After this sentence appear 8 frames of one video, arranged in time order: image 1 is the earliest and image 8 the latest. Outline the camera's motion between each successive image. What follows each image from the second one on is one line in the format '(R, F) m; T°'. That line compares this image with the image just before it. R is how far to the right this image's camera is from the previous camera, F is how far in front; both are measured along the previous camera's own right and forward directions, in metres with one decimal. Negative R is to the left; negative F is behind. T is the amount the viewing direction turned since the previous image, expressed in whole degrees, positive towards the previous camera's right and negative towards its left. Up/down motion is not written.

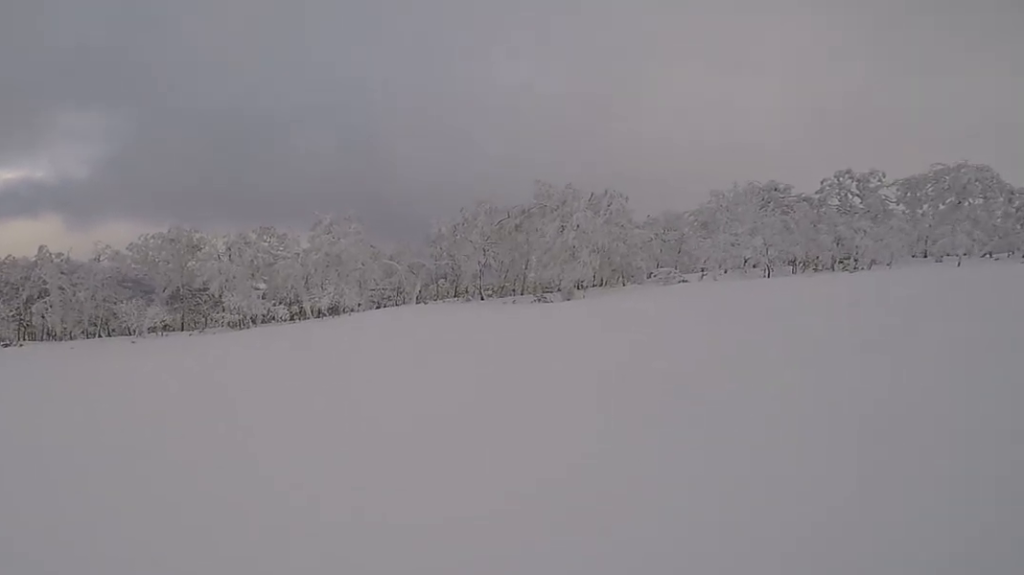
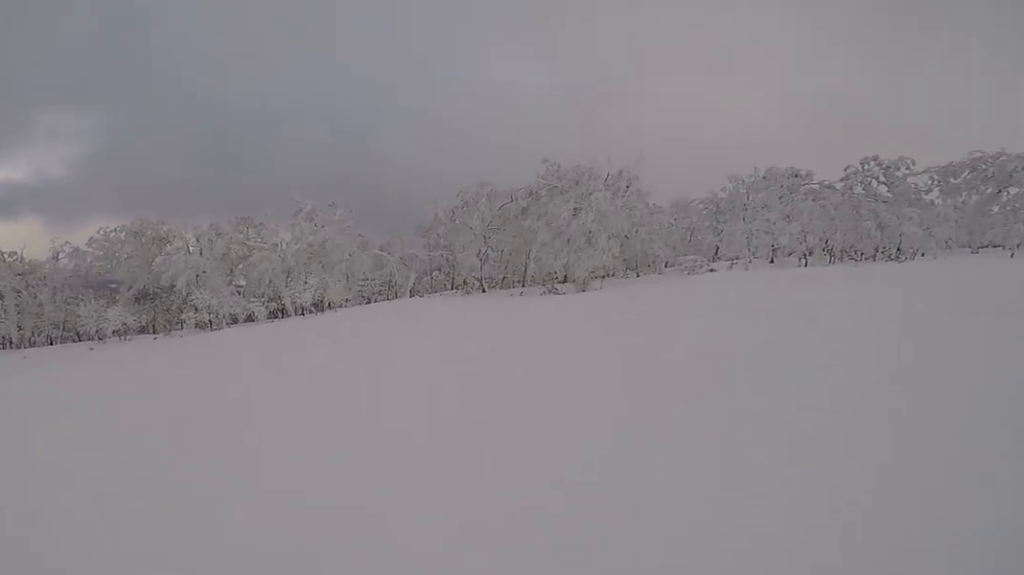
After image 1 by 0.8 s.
(+0.2, +4.9) m; +3°
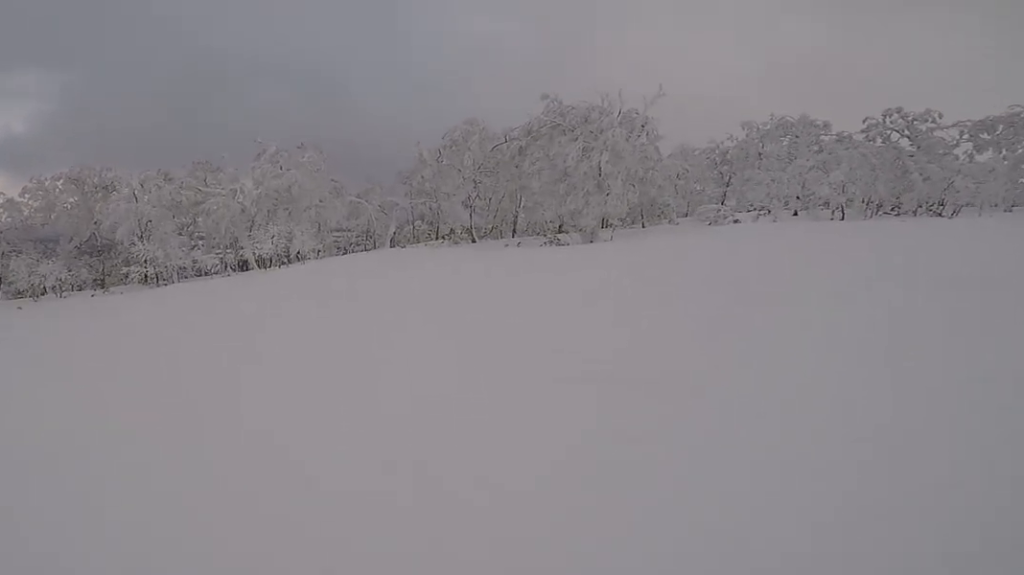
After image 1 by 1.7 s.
(+0.1, +5.0) m; -6°
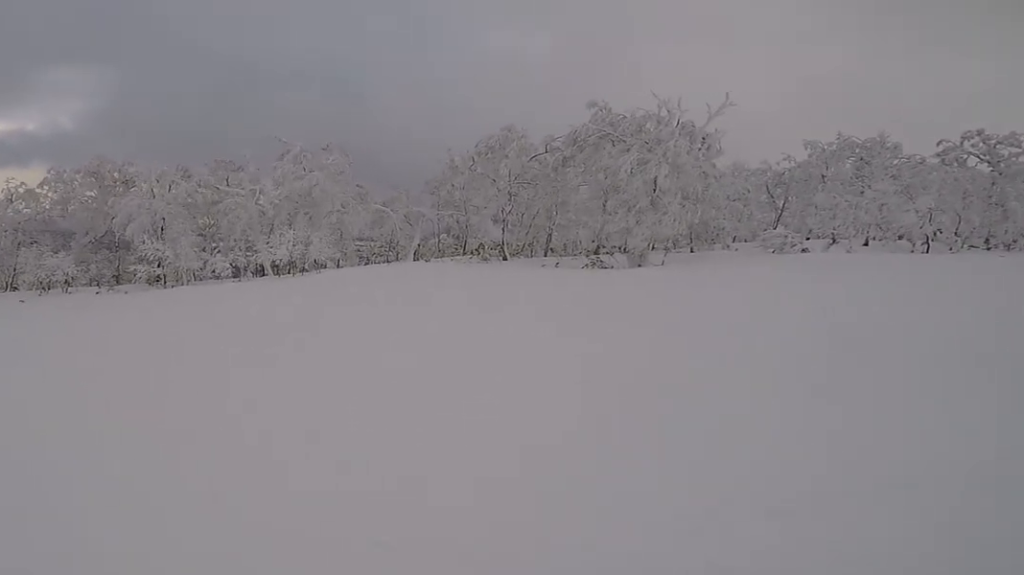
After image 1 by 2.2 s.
(+0.4, +2.8) m; -8°
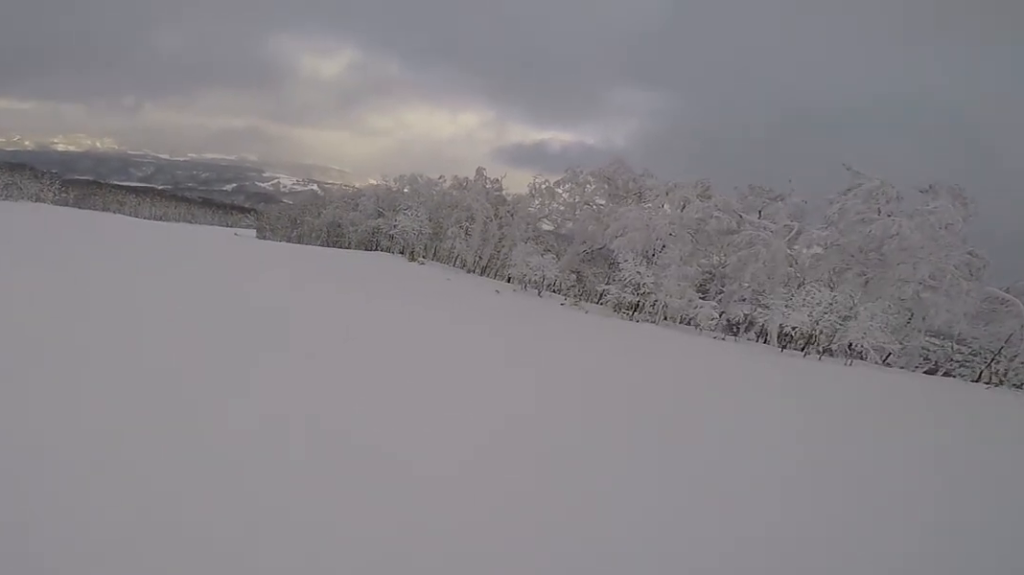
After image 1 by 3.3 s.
(-1.9, +5.9) m; -42°
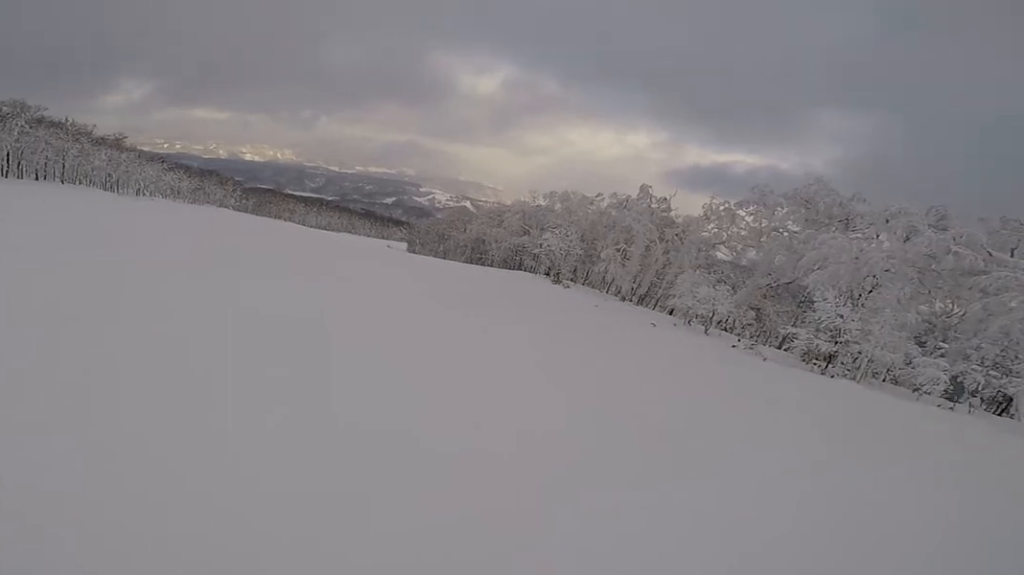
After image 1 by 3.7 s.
(-1.0, +2.3) m; -18°
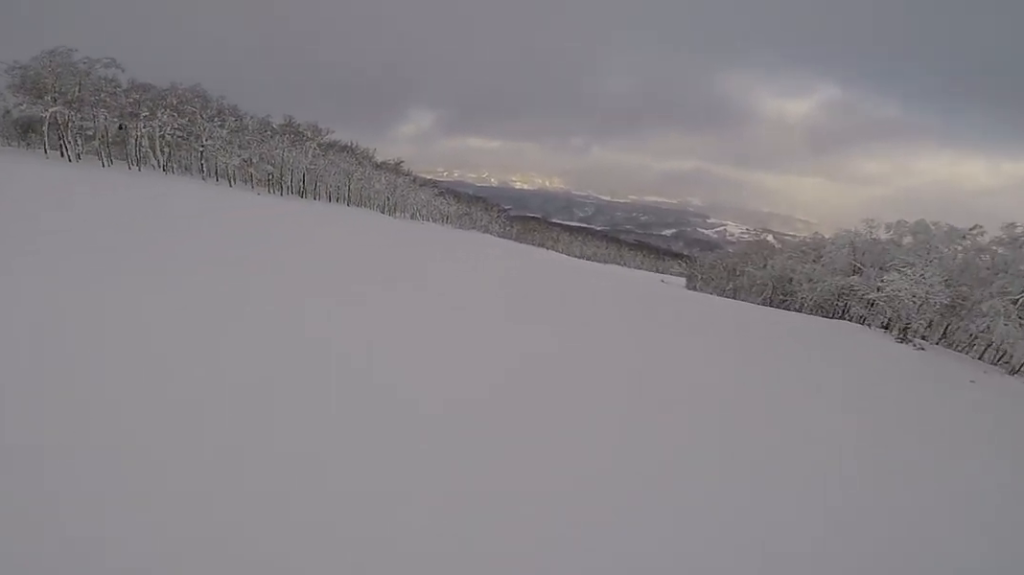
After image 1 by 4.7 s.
(-1.6, +5.0) m; -21°
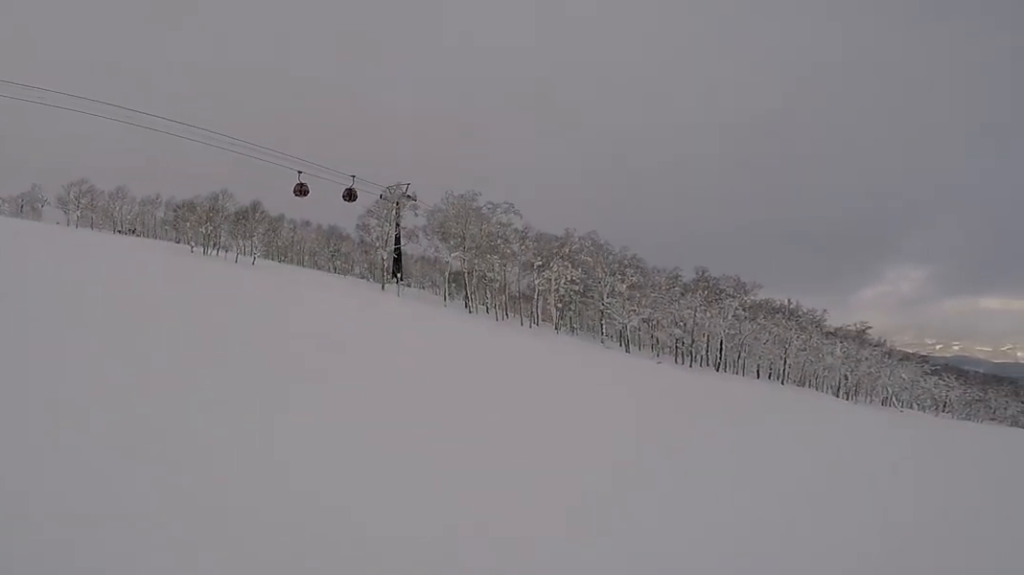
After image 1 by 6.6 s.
(-1.3, +9.6) m; -24°
